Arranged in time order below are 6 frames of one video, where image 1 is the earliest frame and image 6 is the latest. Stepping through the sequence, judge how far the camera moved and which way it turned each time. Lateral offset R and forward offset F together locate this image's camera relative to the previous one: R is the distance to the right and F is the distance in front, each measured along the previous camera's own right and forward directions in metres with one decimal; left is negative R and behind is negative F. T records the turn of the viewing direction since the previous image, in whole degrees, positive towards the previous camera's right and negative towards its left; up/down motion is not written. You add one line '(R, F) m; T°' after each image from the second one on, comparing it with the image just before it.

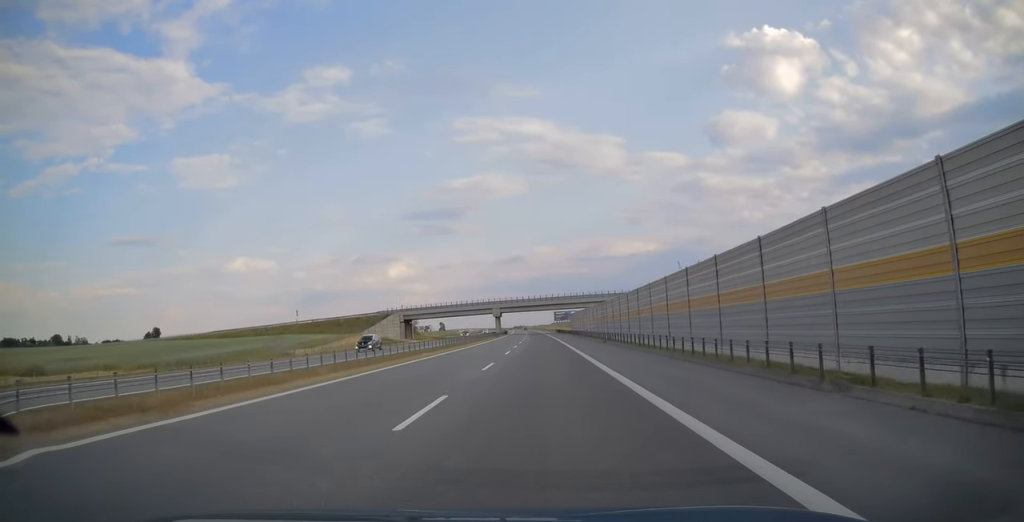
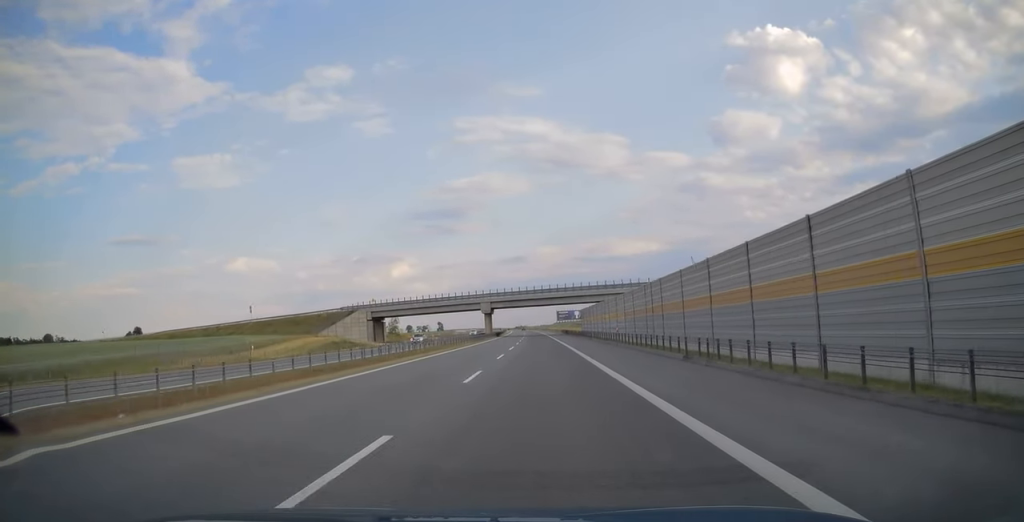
(-0.1, +28.9) m; 0°
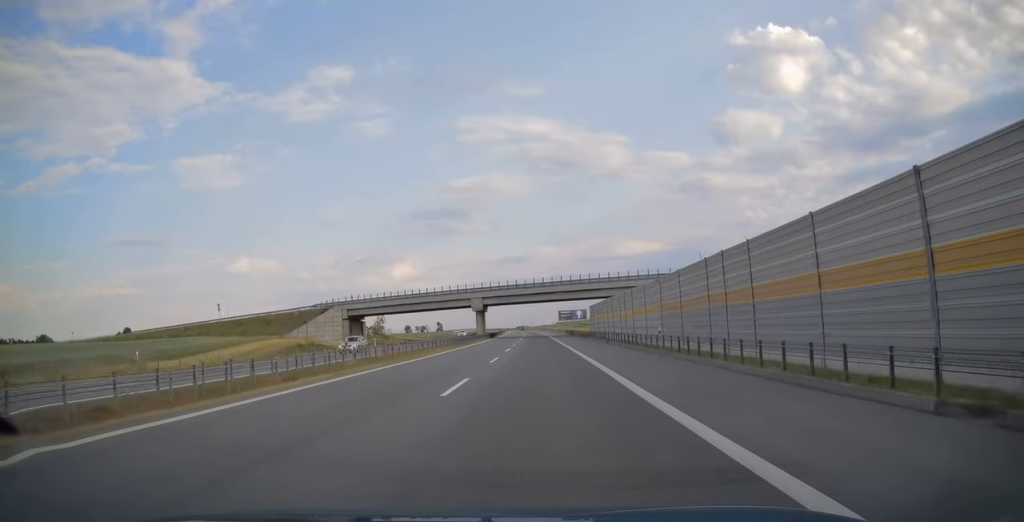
(0.0, +15.3) m; 0°
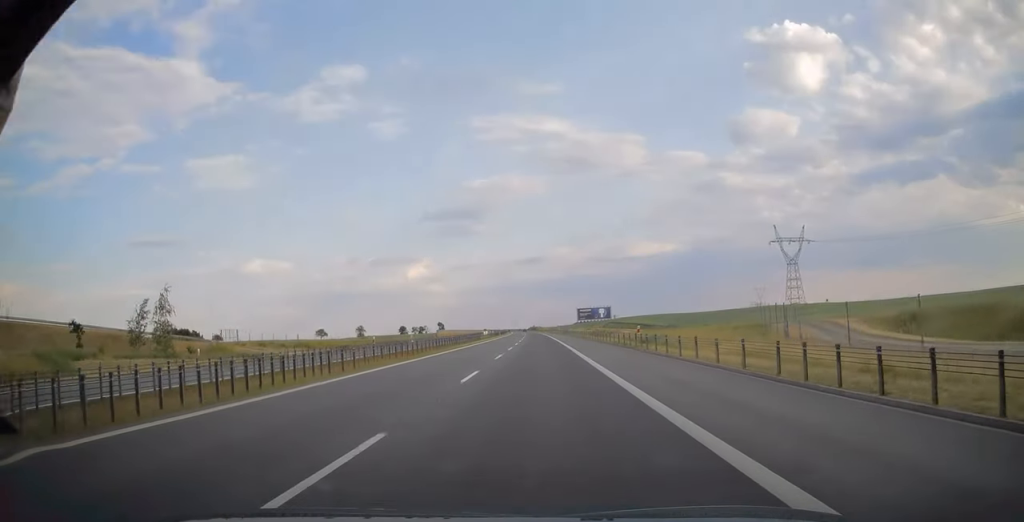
(-1.0, +93.0) m; -1°
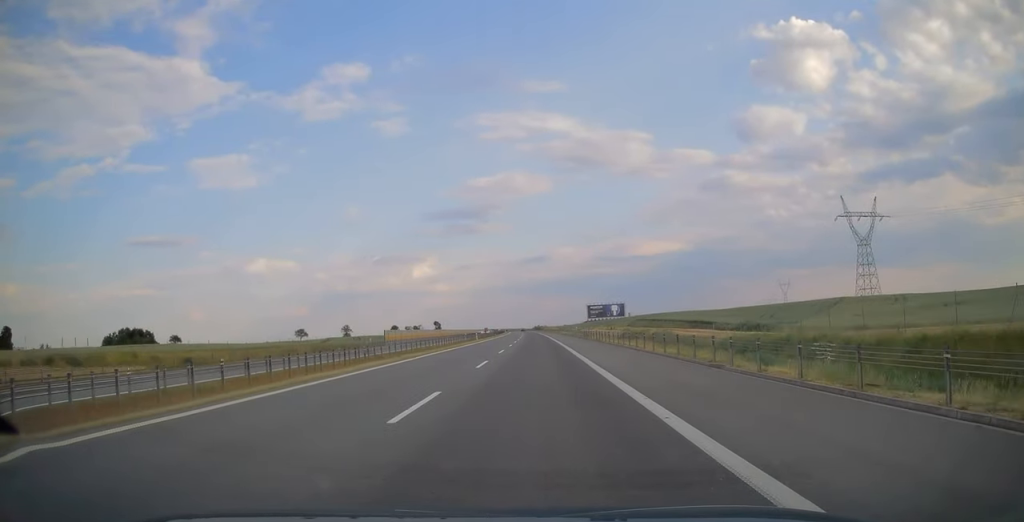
(-0.4, +55.0) m; -1°
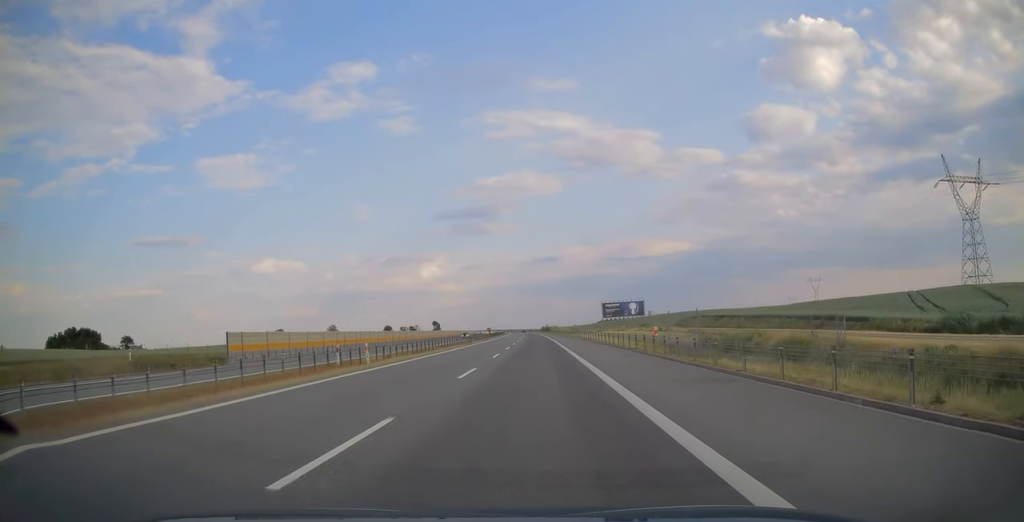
(-0.3, +52.2) m; -1°
